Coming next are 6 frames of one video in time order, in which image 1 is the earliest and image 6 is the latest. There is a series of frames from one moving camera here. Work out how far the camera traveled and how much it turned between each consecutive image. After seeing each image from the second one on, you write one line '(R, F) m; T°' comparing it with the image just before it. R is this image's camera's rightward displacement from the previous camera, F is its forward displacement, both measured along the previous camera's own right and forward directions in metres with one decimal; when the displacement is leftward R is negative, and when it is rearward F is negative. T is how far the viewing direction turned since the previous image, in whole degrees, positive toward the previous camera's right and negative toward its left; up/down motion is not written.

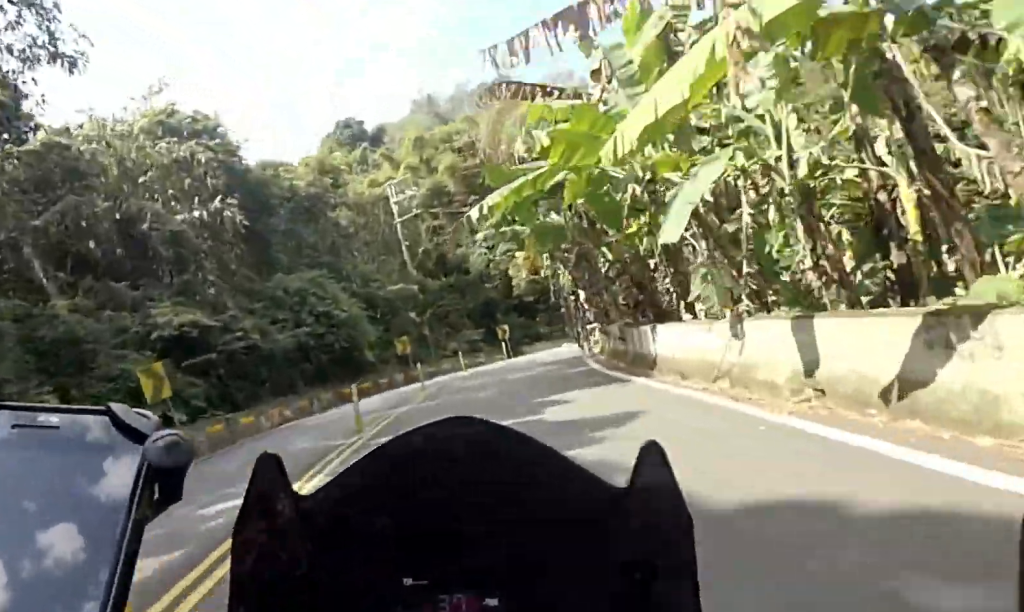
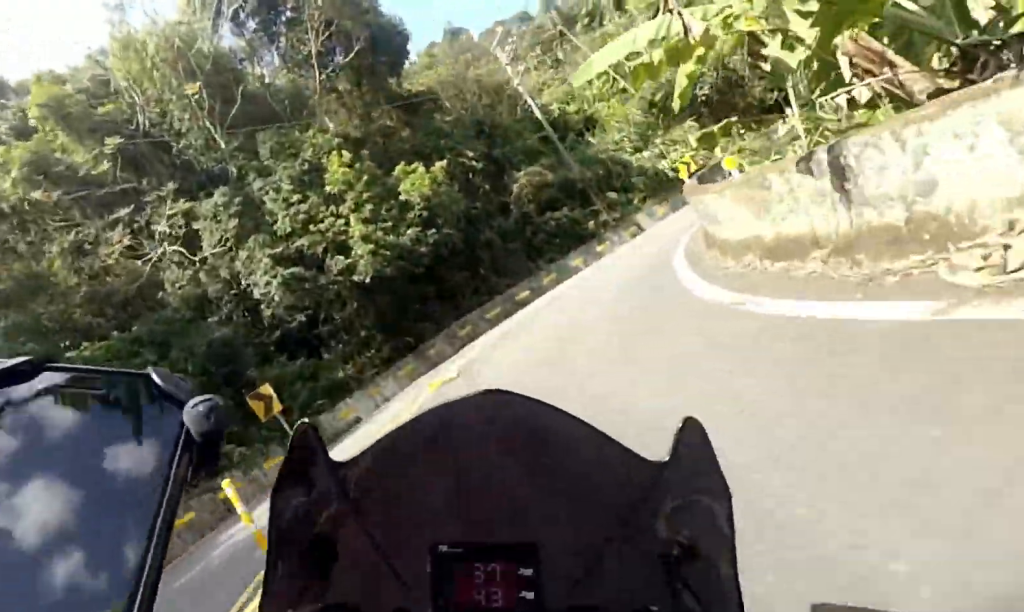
(+4.4, +19.3) m; +22°
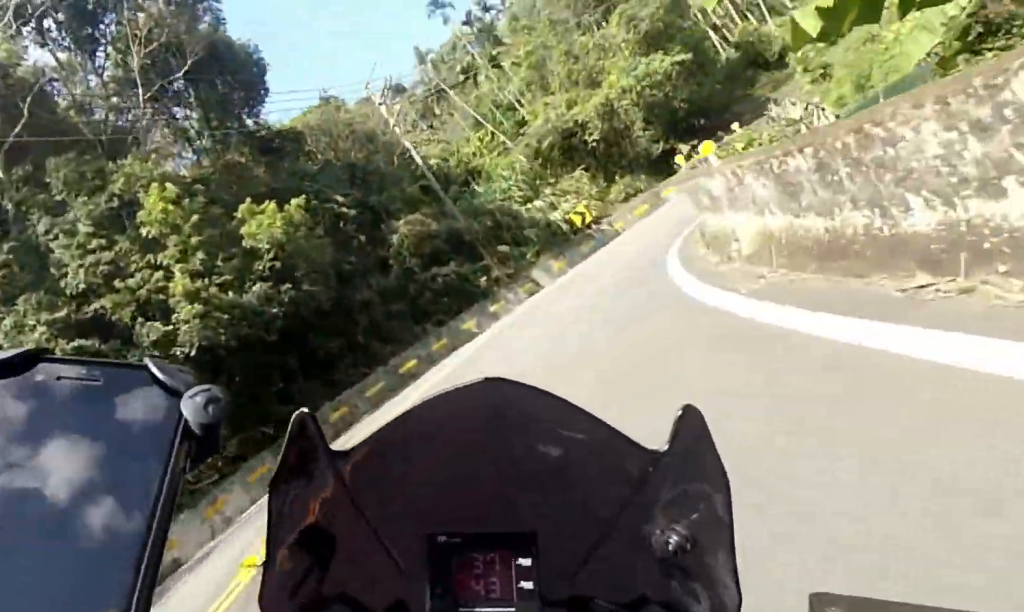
(0.0, +5.3) m; +2°
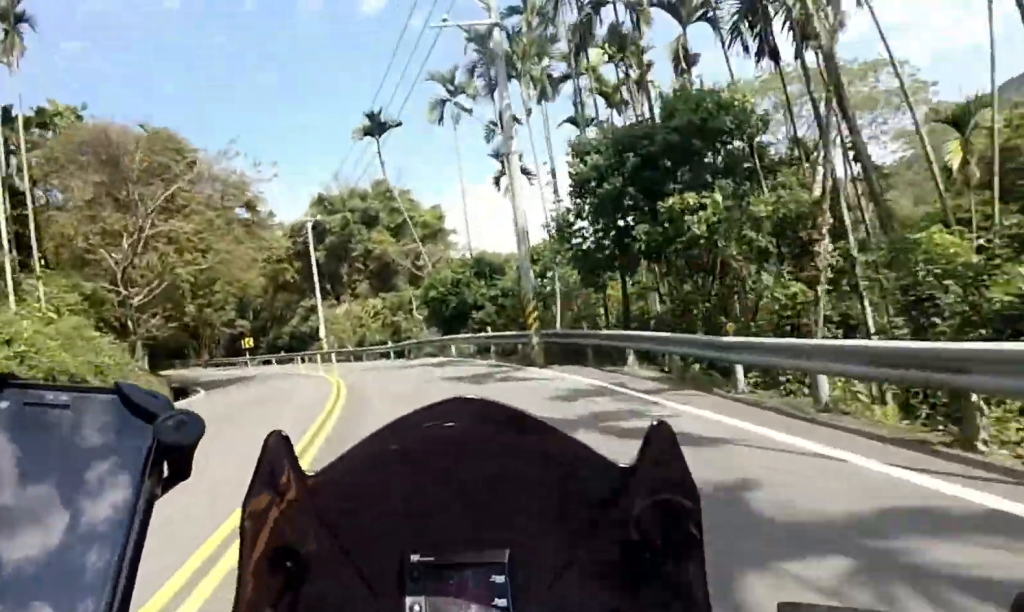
(+15.8, +29.2) m; +60°
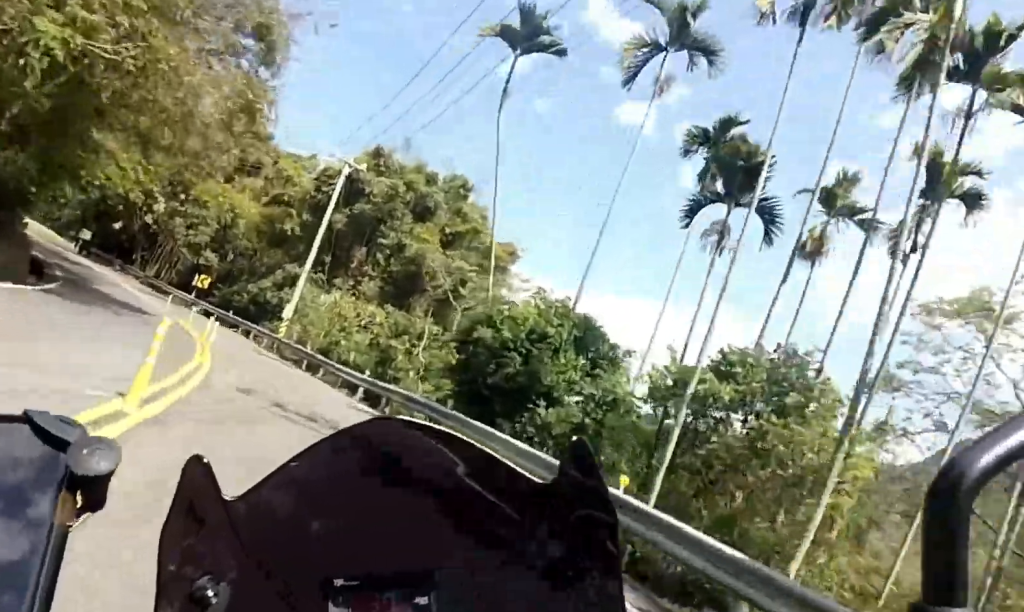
(+1.3, +11.5) m; +4°
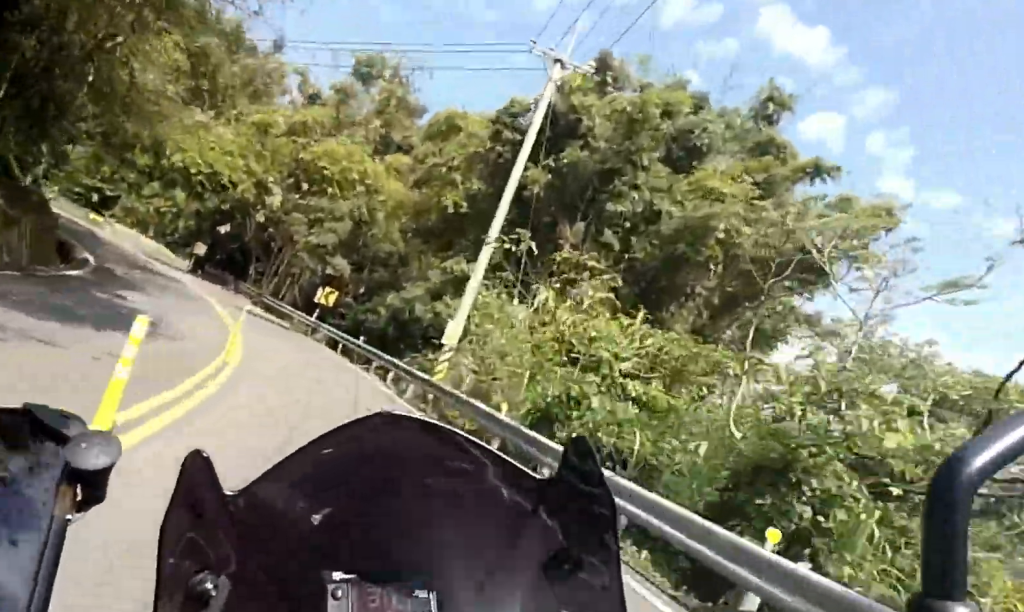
(-0.1, +12.0) m; -6°
